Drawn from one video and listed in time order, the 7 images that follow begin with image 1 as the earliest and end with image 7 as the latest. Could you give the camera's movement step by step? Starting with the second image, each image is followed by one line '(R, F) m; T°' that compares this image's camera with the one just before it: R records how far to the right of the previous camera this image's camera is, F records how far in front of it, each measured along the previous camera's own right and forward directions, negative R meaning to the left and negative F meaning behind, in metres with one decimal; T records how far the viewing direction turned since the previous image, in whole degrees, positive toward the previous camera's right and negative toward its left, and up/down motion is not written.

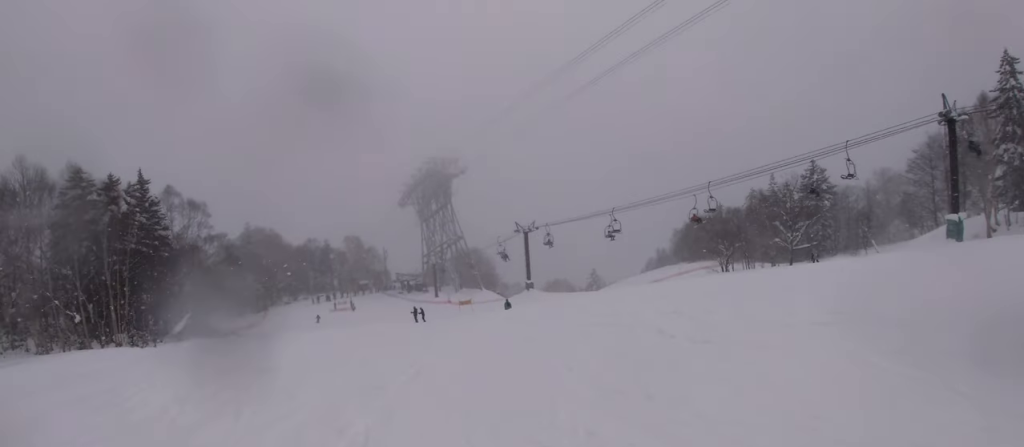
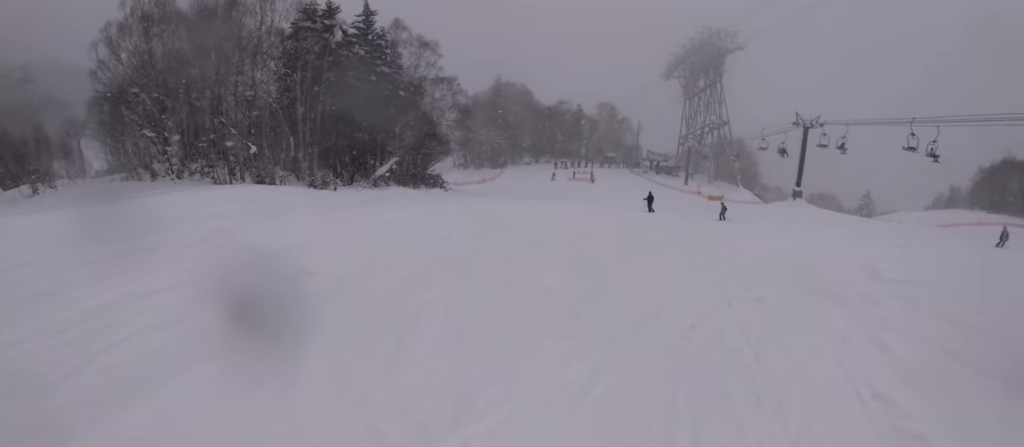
(-0.6, +9.5) m; -22°
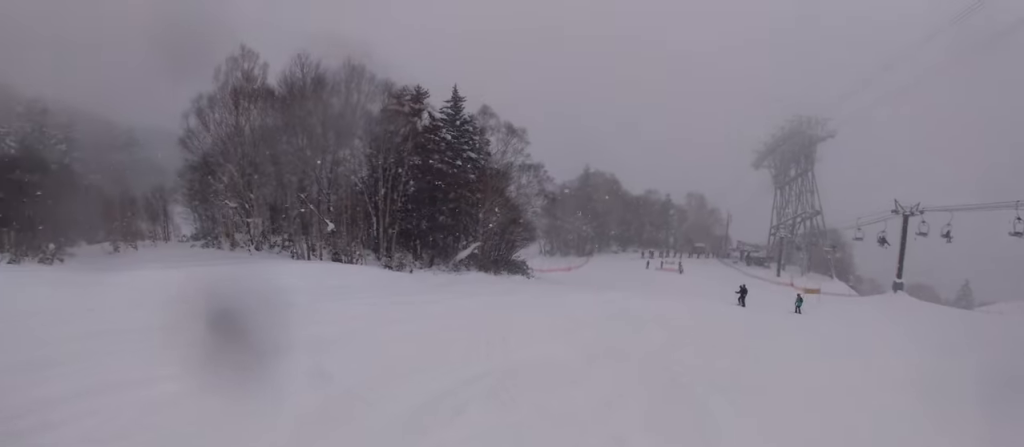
(-0.2, +2.2) m; -7°
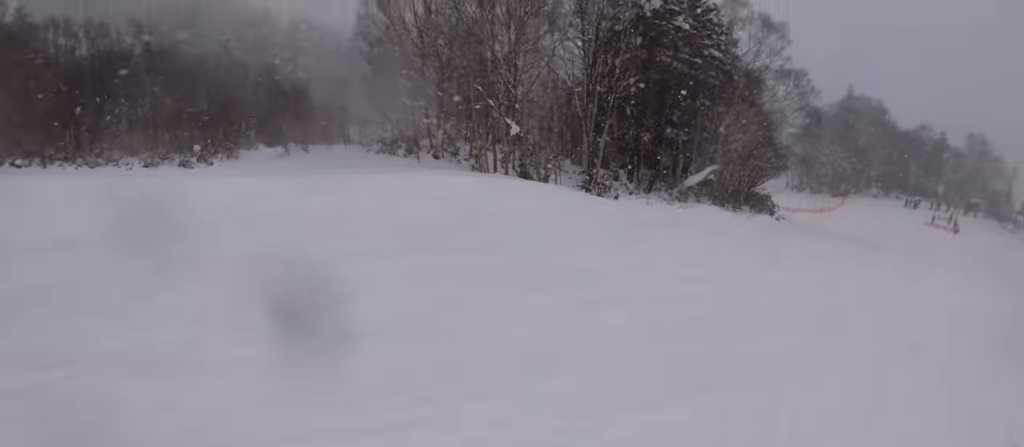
(-1.5, +8.7) m; -11°
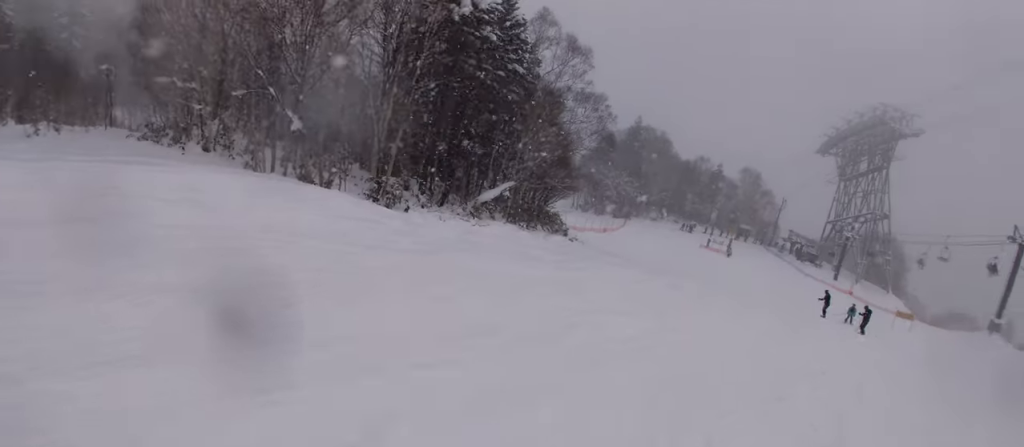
(0.0, +2.4) m; +2°
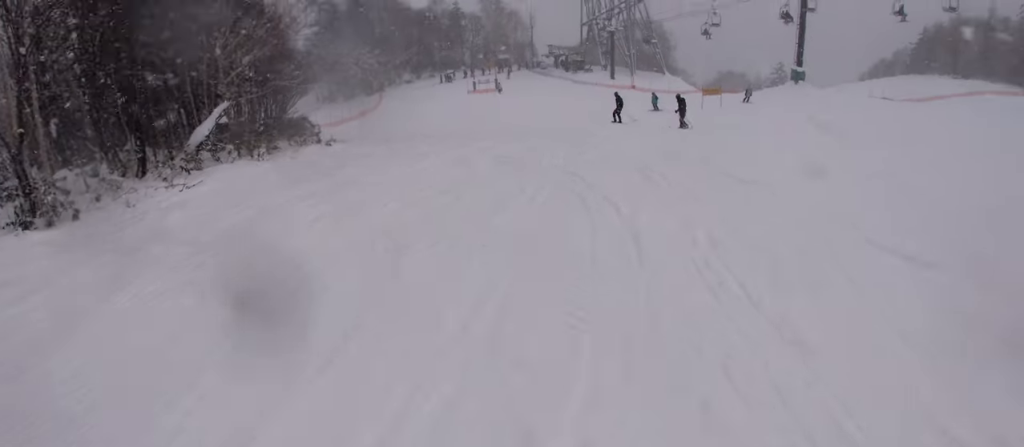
(+0.4, +6.4) m; +28°
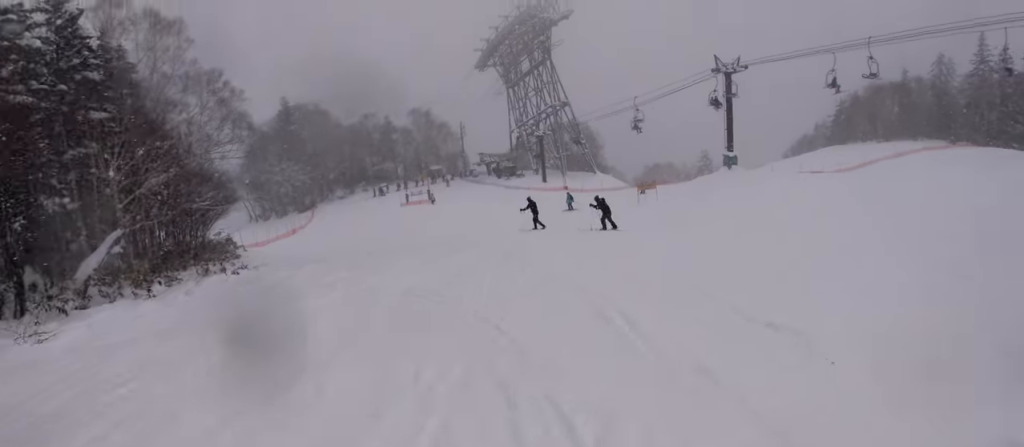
(+1.0, +3.1) m; +14°
